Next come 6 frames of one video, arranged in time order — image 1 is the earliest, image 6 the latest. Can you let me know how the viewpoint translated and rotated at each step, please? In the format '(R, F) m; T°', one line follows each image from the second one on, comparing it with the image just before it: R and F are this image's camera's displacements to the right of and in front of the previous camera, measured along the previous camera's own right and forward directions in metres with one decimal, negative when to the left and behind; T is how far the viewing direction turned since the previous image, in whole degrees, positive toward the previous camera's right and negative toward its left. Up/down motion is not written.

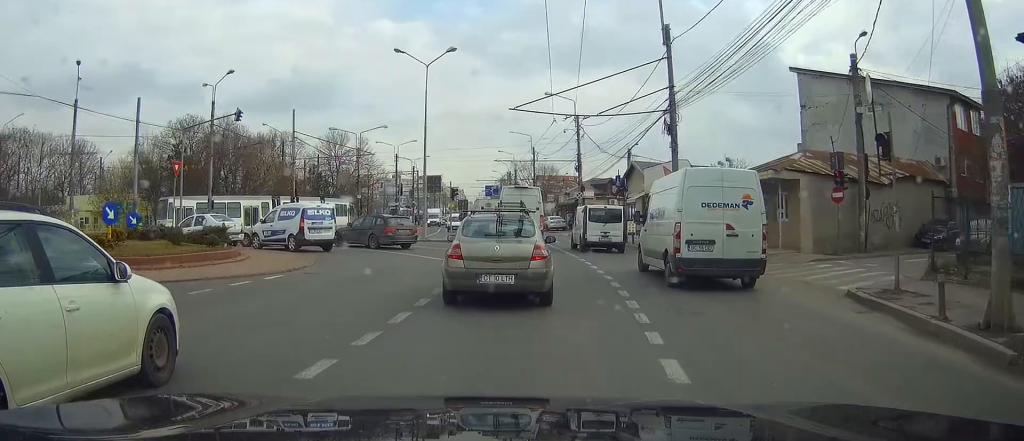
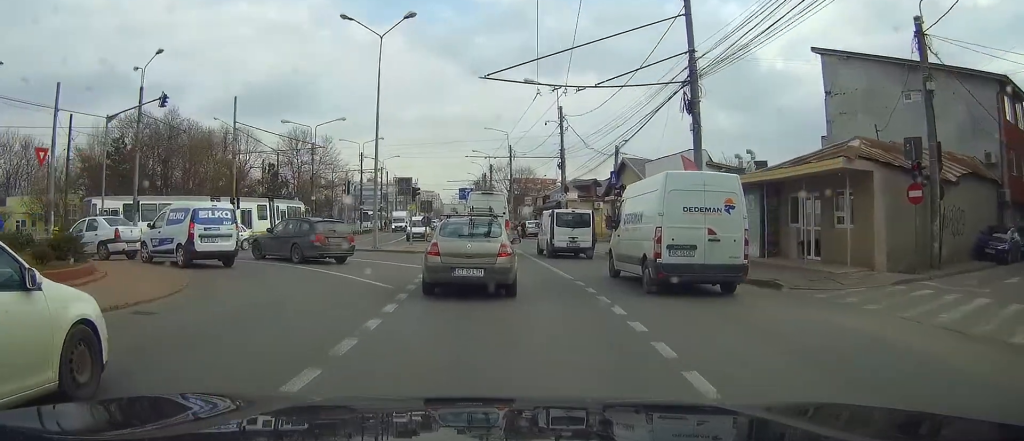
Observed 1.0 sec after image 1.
(+0.1, +7.4) m; +1°
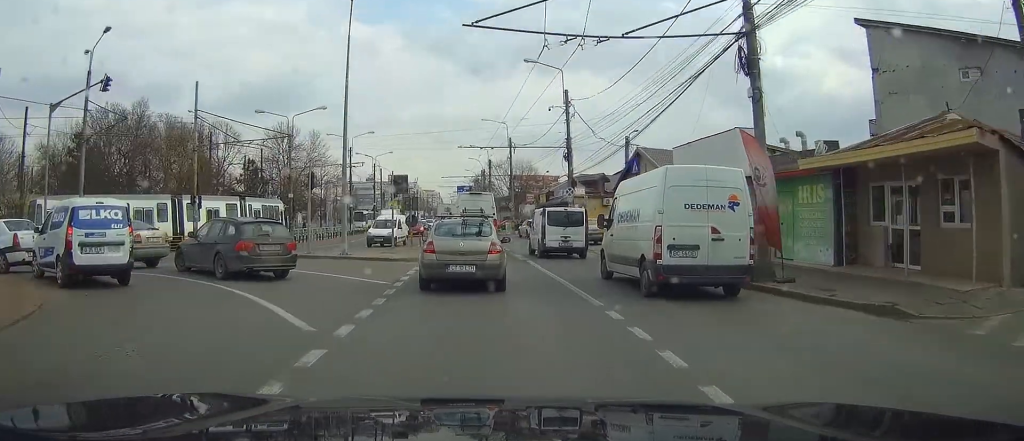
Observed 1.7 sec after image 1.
(+0.1, +5.9) m; 0°
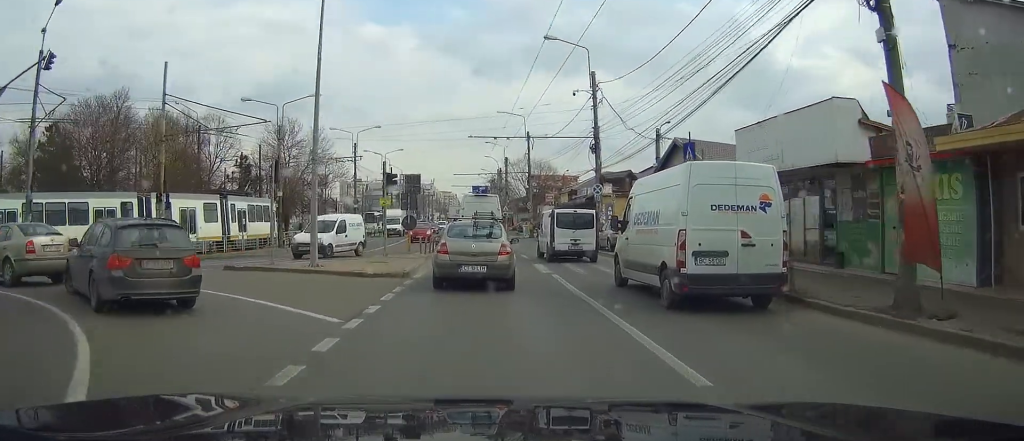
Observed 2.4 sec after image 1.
(-0.1, +6.0) m; -2°
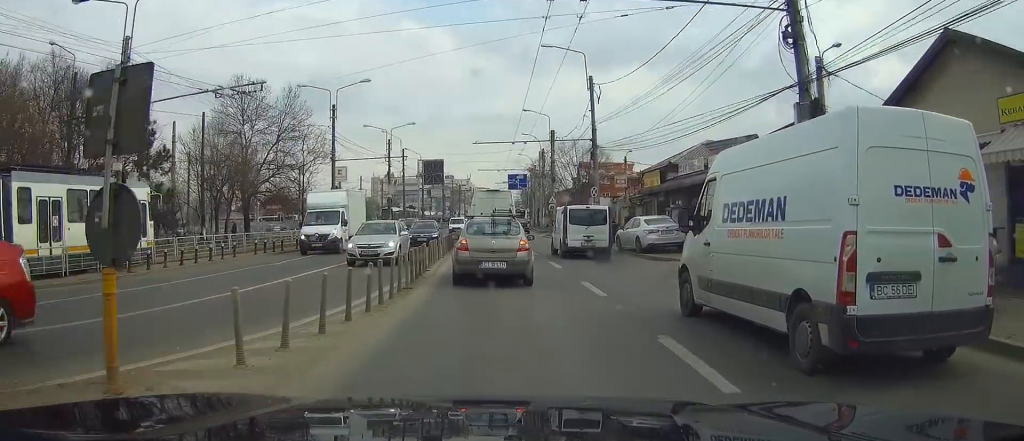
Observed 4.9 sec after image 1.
(-0.7, +23.9) m; -3°
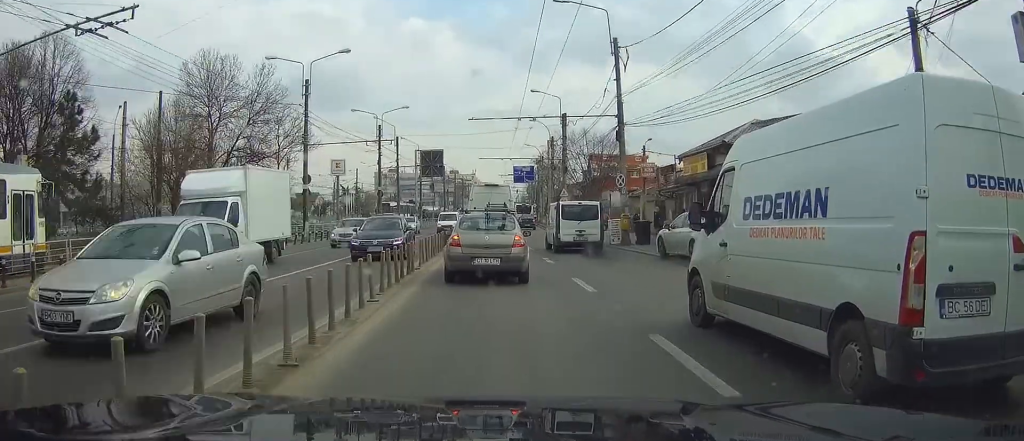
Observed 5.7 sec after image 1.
(-0.1, +8.0) m; -1°
